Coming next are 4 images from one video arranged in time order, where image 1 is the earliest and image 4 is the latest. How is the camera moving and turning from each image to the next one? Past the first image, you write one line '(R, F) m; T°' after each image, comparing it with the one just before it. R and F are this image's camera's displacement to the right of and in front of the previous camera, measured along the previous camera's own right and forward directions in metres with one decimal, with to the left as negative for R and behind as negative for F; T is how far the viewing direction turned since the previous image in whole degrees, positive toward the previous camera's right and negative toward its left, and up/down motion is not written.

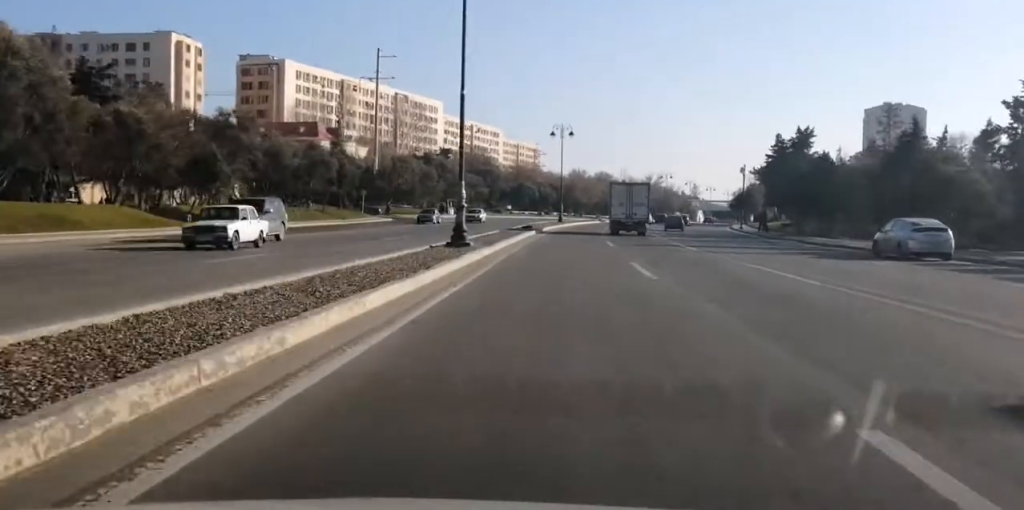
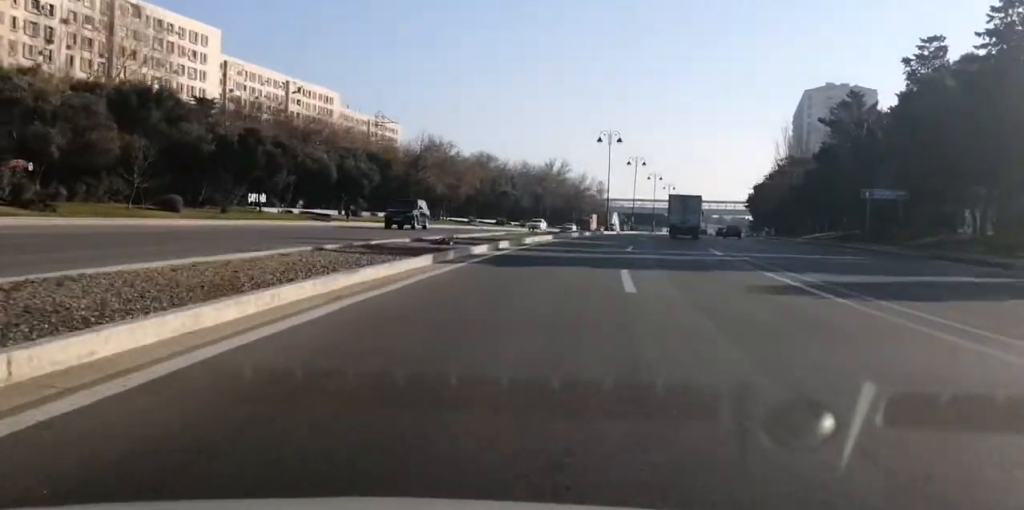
(+2.4, +104.1) m; +5°
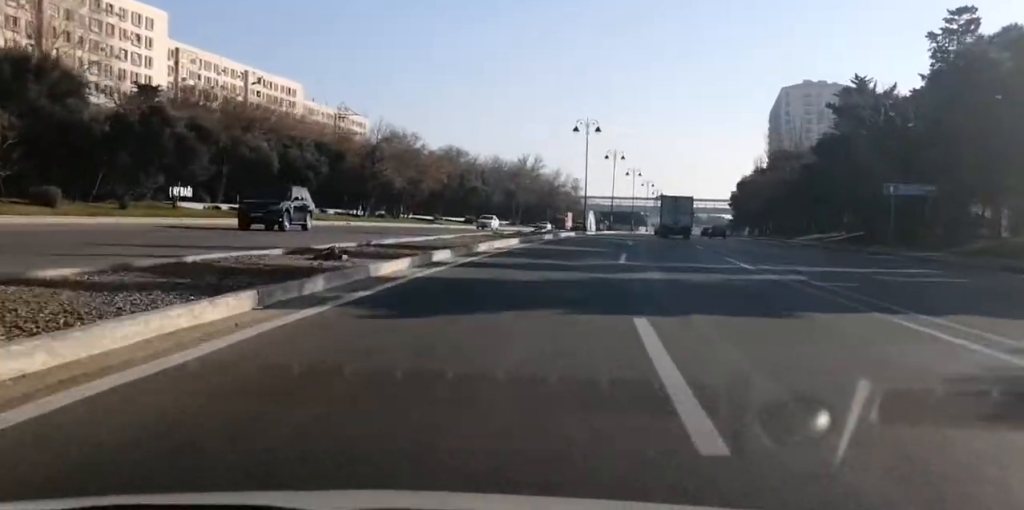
(-0.2, +10.4) m; +2°
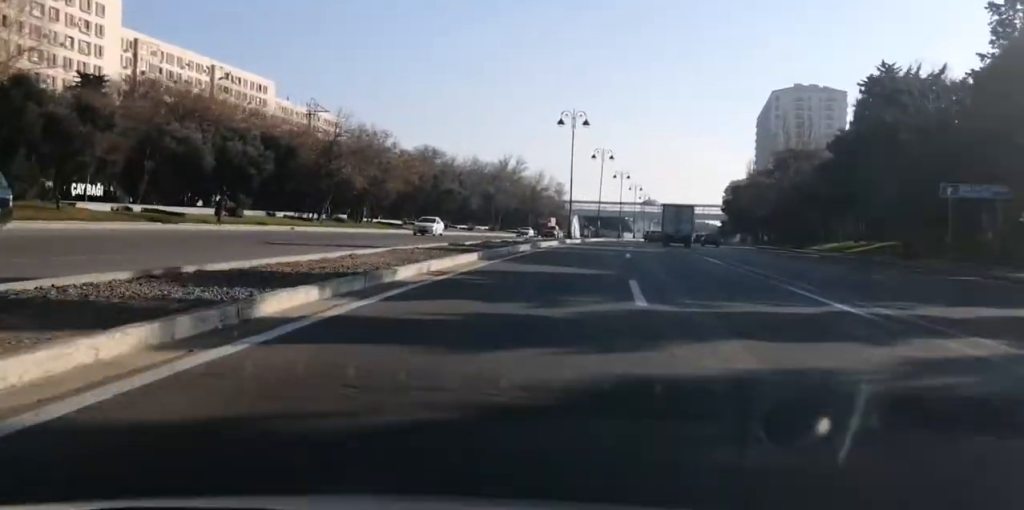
(+0.5, +11.0) m; +2°
